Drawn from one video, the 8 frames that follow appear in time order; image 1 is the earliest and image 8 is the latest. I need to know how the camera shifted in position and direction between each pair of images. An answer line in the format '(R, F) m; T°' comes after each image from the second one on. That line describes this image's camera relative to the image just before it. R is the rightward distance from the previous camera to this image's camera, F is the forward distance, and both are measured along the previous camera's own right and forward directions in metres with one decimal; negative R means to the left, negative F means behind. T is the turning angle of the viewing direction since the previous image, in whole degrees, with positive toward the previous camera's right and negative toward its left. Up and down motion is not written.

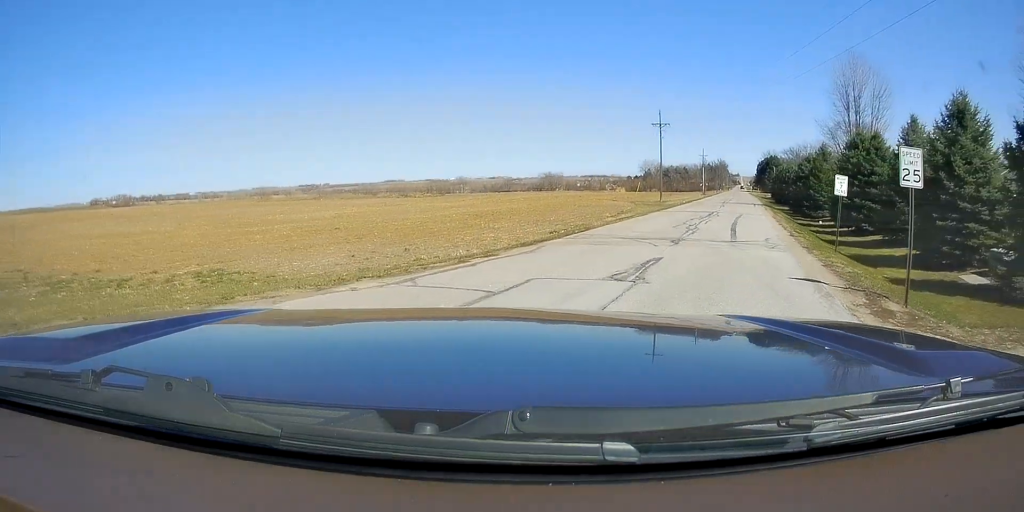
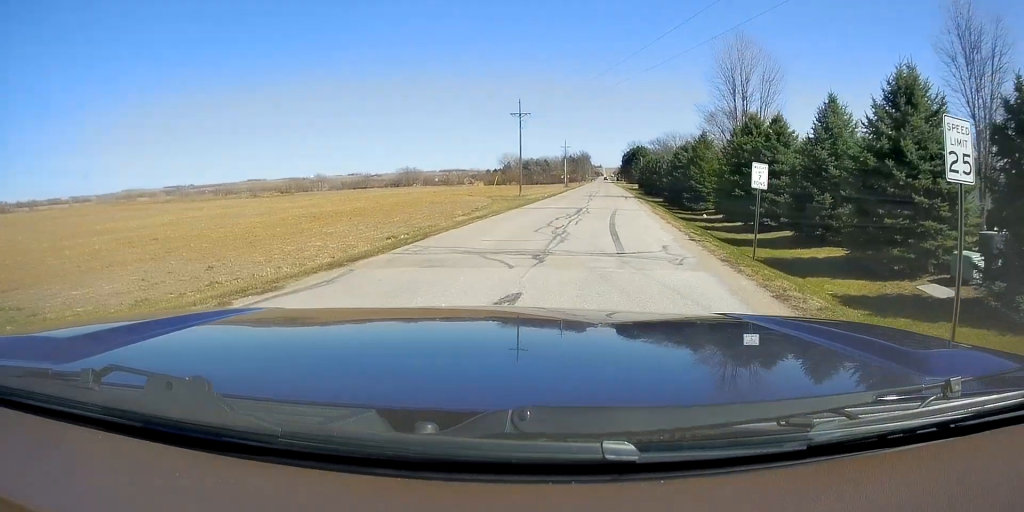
(+0.3, +4.2) m; +8°
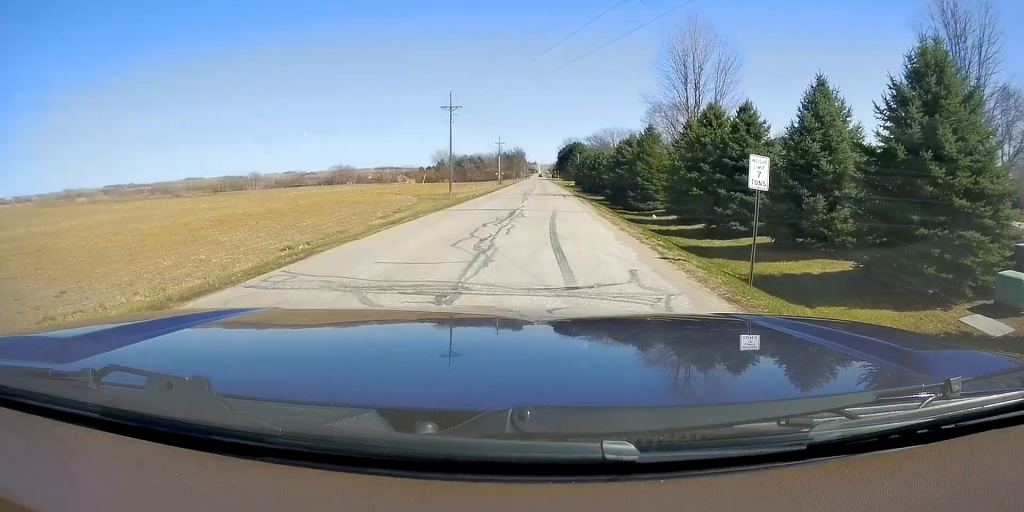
(+0.2, +3.7) m; +7°
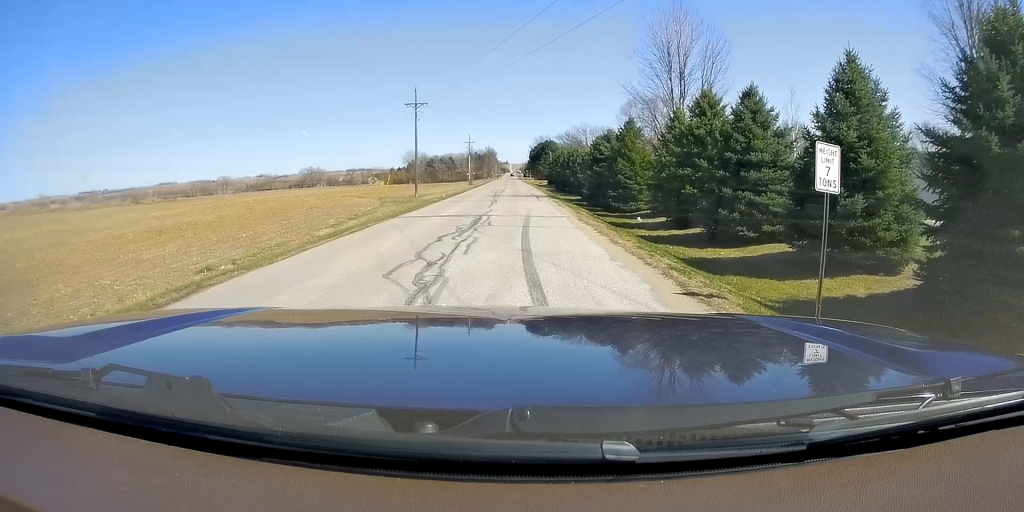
(+0.2, +3.6) m; +4°
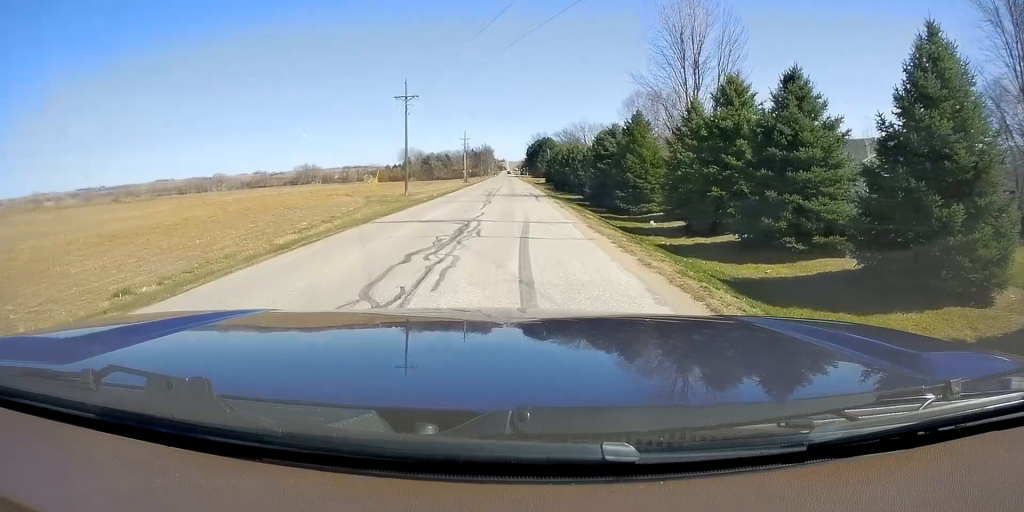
(0.0, +3.5) m; +4°
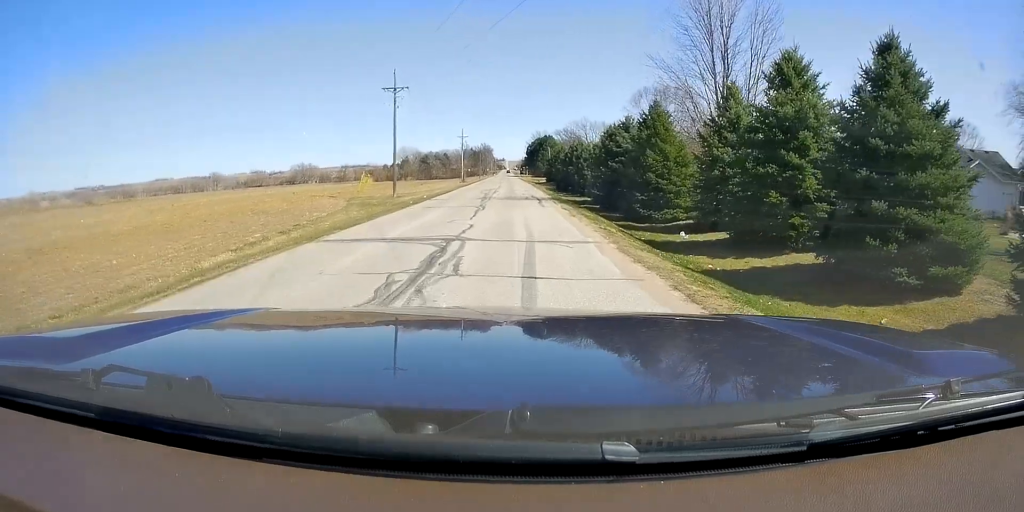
(+0.3, +5.2) m; 0°
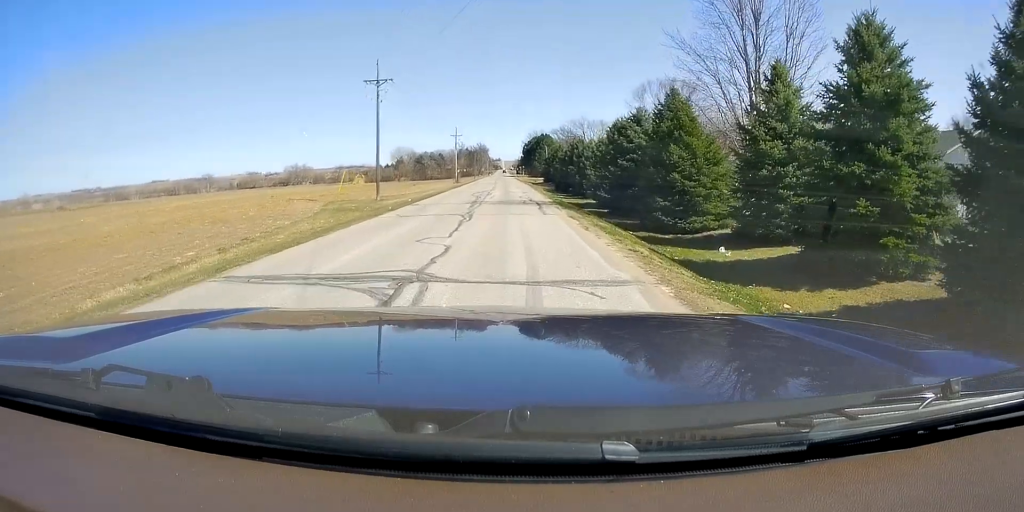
(+0.2, +5.0) m; 0°
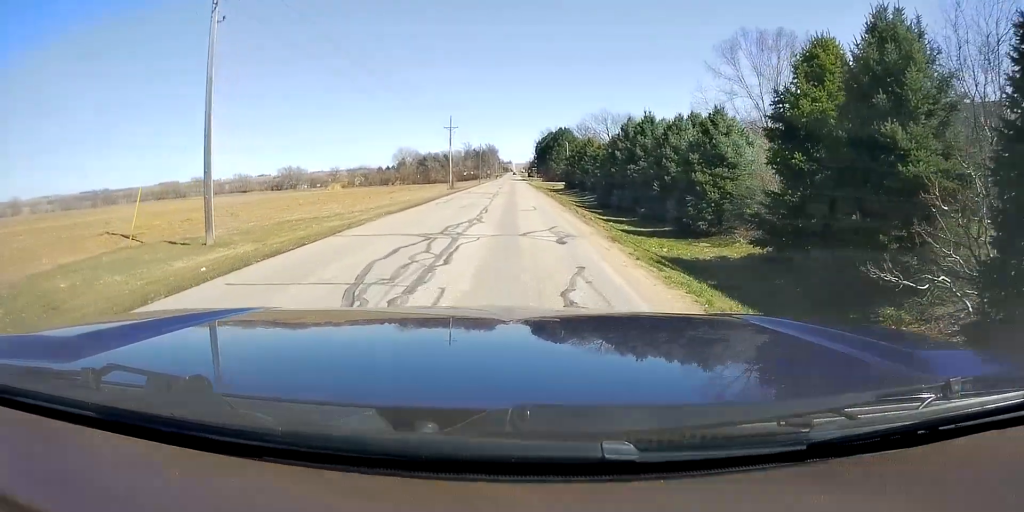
(+0.4, +28.8) m; -1°
